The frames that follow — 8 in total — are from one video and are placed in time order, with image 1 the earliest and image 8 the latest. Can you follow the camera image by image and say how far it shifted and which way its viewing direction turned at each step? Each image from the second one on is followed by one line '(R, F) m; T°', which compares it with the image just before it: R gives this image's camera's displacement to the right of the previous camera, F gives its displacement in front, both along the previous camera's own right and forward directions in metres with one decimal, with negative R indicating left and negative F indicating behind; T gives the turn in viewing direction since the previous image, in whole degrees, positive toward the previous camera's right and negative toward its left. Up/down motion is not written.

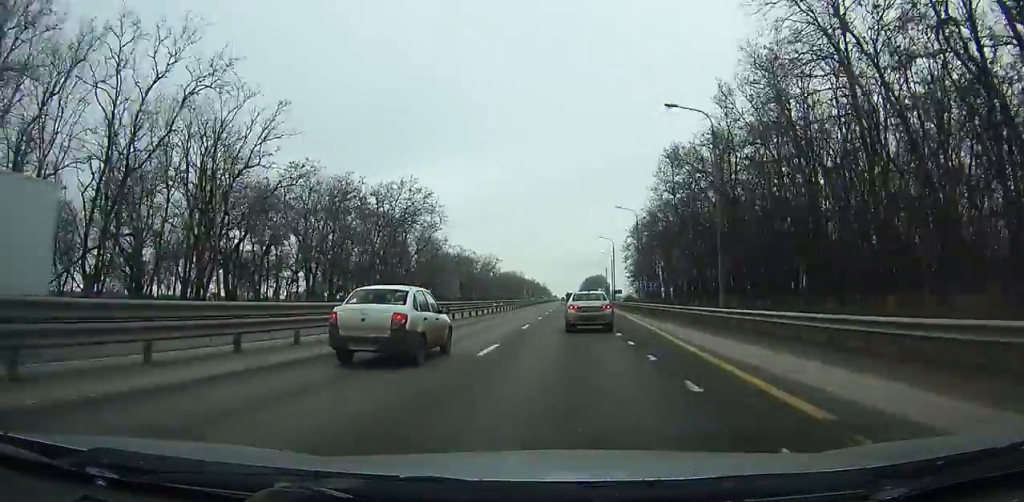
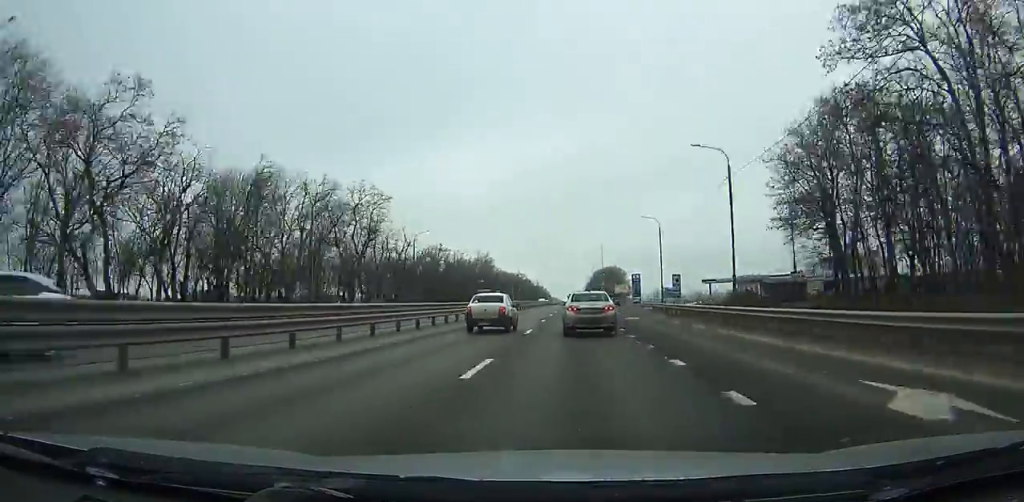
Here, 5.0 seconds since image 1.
(-0.5, +109.4) m; 0°
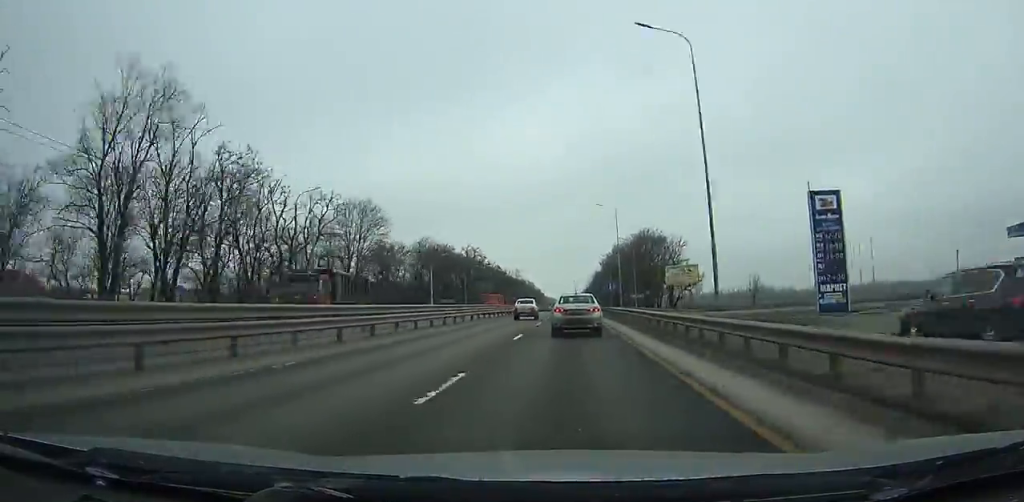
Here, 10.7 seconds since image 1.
(+0.2, +120.9) m; 0°
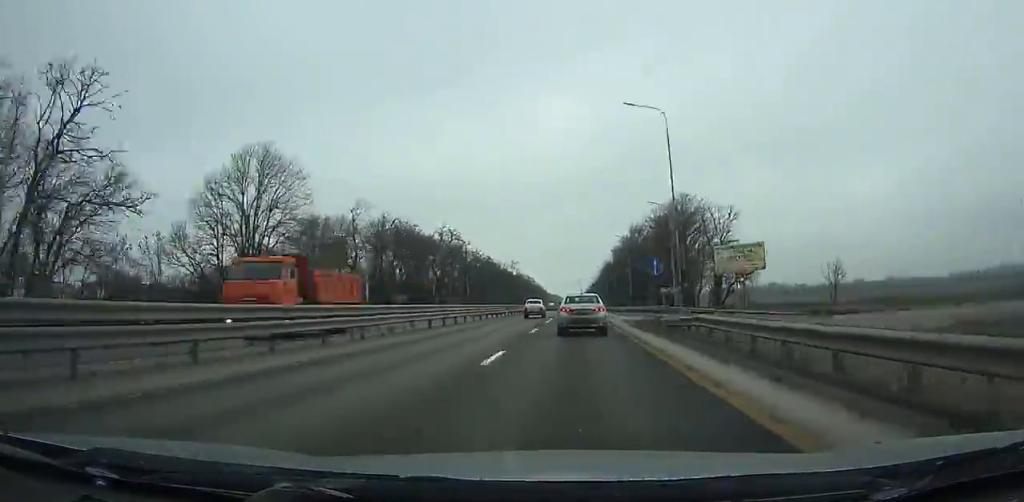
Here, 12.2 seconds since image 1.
(0.0, +31.3) m; 0°
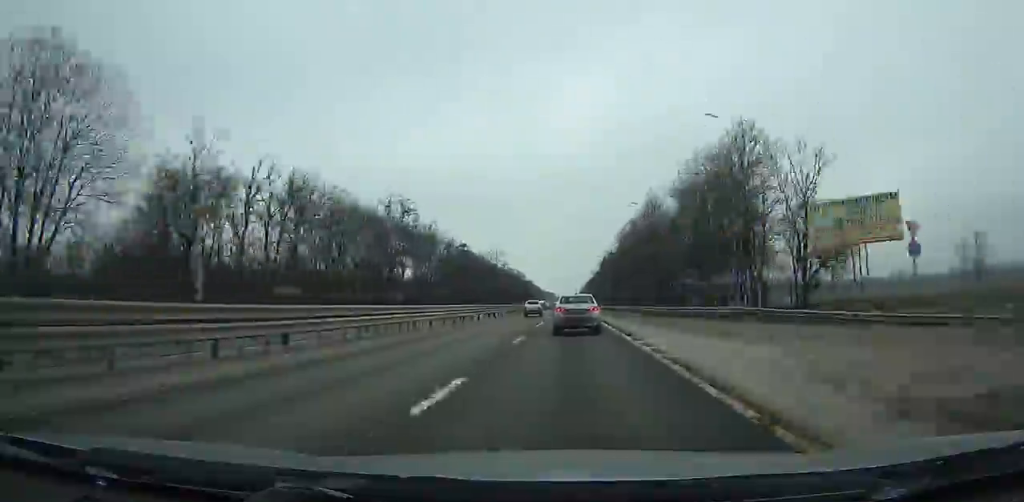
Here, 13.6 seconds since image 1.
(+0.1, +29.0) m; 0°
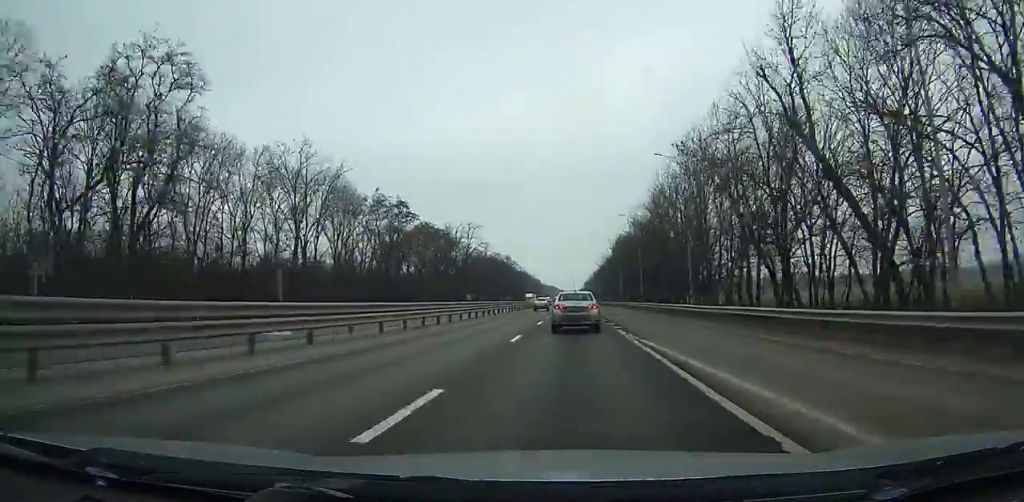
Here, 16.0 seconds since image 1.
(0.0, +49.5) m; 0°
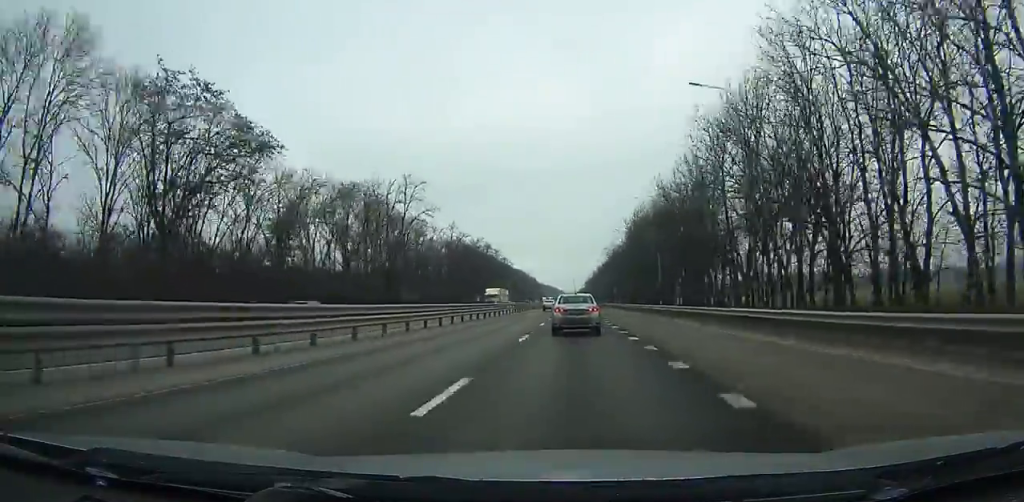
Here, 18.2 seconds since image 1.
(-0.1, +45.1) m; 0°
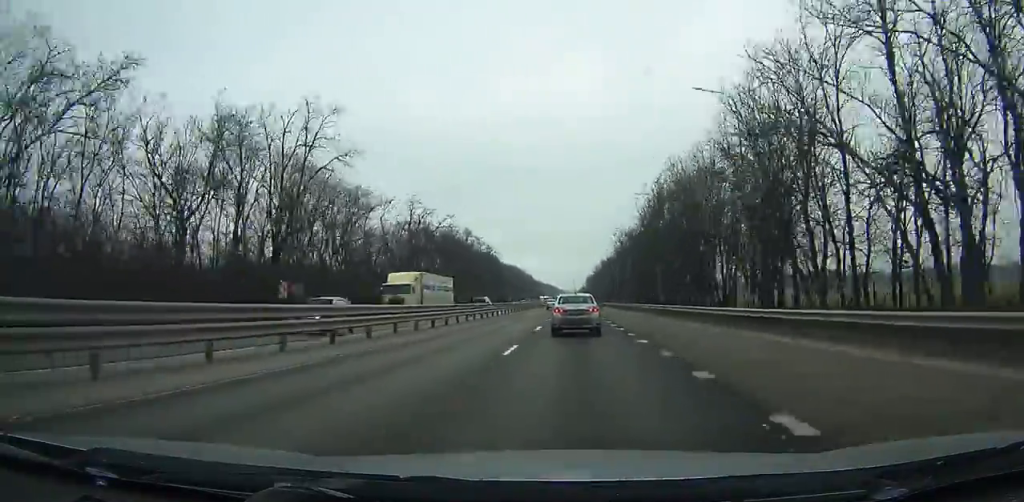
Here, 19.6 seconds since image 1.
(-0.1, +28.6) m; 0°
